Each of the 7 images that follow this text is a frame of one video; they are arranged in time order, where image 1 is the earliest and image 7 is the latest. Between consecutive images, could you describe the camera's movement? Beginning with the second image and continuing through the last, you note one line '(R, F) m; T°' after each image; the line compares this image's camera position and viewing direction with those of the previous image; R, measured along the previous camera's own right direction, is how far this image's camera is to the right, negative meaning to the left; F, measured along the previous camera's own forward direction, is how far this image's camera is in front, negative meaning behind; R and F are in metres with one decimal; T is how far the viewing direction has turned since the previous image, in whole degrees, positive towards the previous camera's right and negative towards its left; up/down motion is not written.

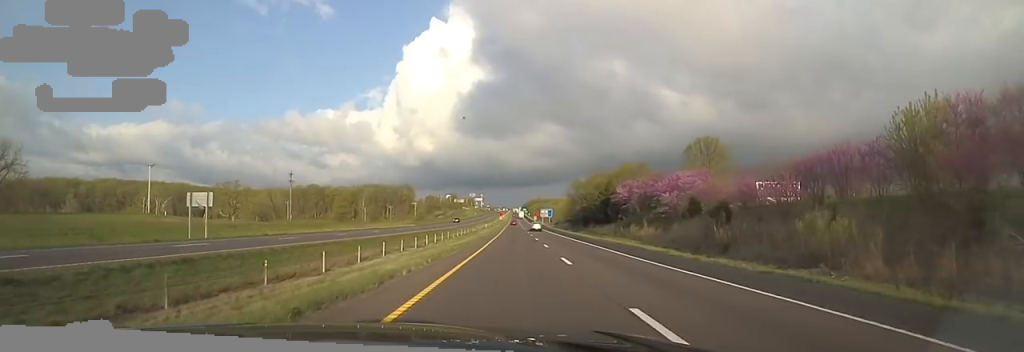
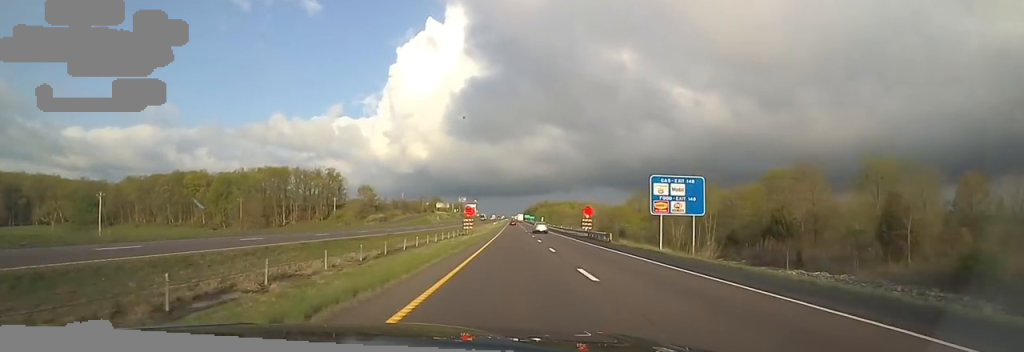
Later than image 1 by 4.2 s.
(-2.2, +151.5) m; +1°
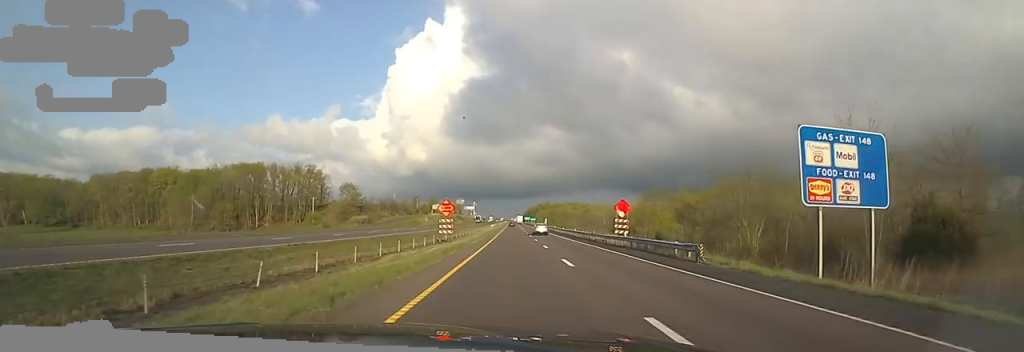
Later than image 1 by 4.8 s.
(+0.6, +20.1) m; 0°
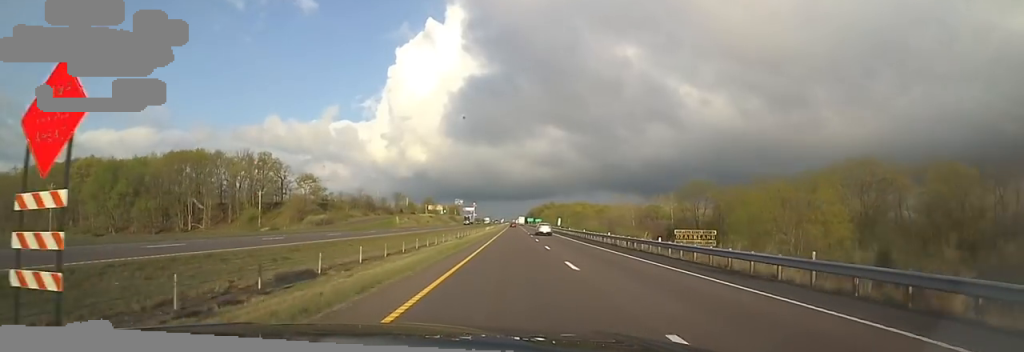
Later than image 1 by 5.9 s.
(+0.1, +37.7) m; -1°
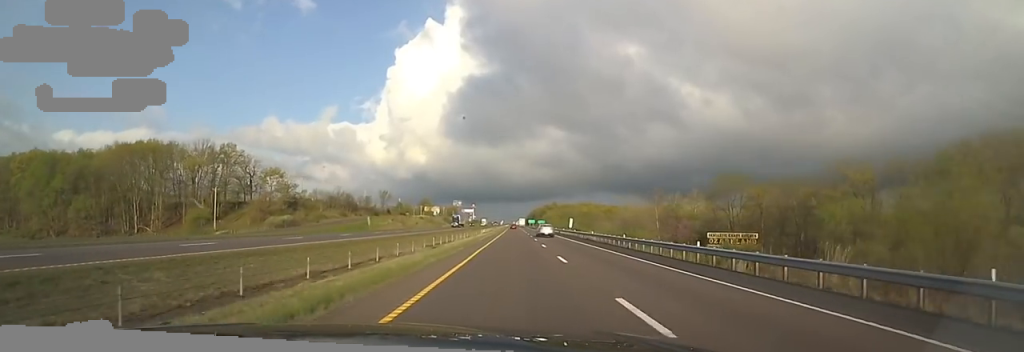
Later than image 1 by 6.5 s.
(-0.4, +21.2) m; -1°
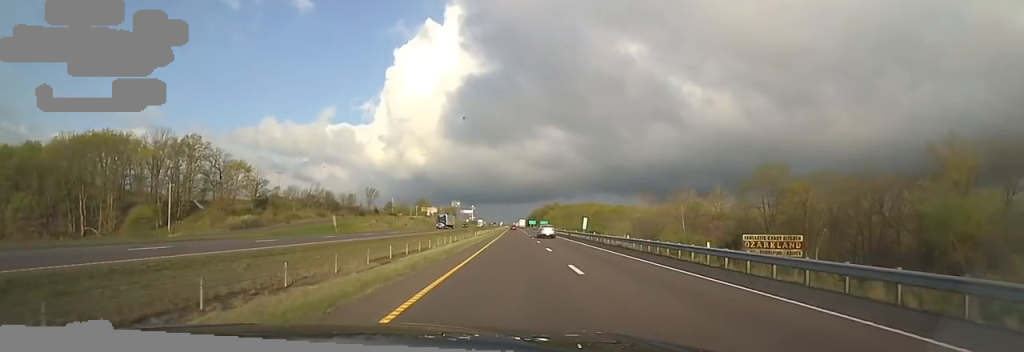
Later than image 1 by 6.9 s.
(0.0, +16.4) m; 0°
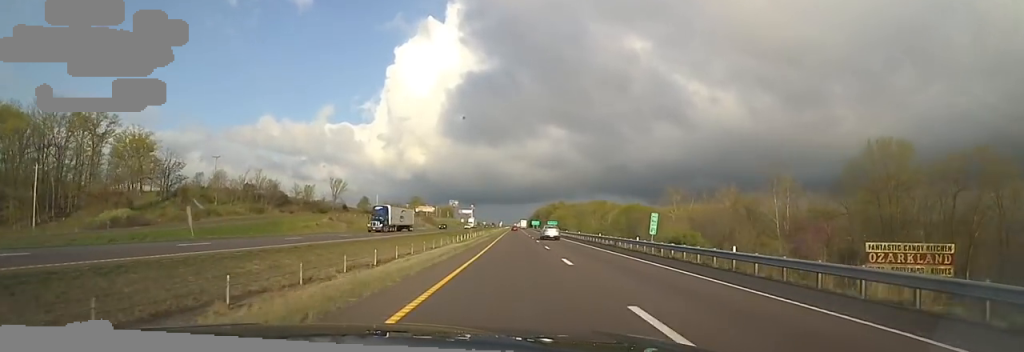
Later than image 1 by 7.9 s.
(0.0, +32.7) m; 0°
